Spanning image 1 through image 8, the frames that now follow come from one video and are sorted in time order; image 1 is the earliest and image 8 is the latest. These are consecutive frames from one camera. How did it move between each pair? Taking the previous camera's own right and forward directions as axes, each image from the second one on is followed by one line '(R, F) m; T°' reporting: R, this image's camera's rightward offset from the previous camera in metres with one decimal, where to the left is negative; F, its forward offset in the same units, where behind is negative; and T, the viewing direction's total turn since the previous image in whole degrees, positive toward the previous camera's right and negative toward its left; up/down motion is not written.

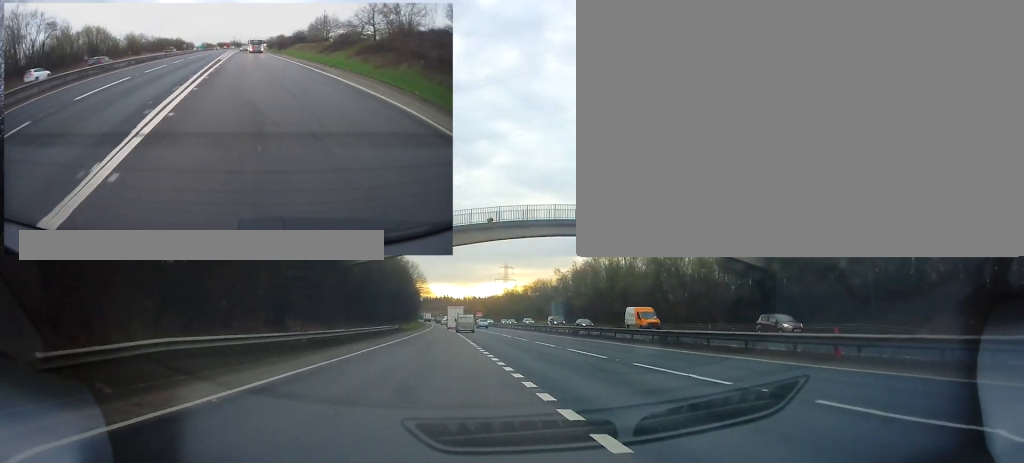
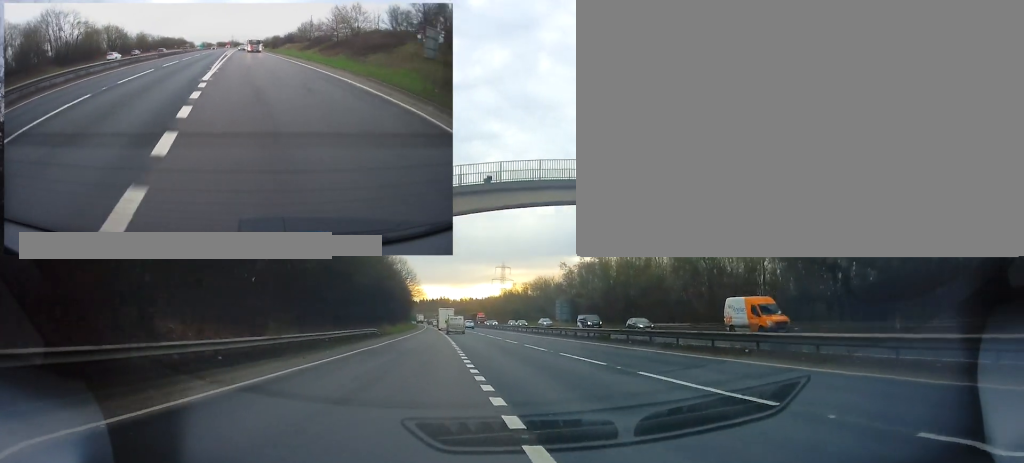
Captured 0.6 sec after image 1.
(+0.2, +12.1) m; 0°
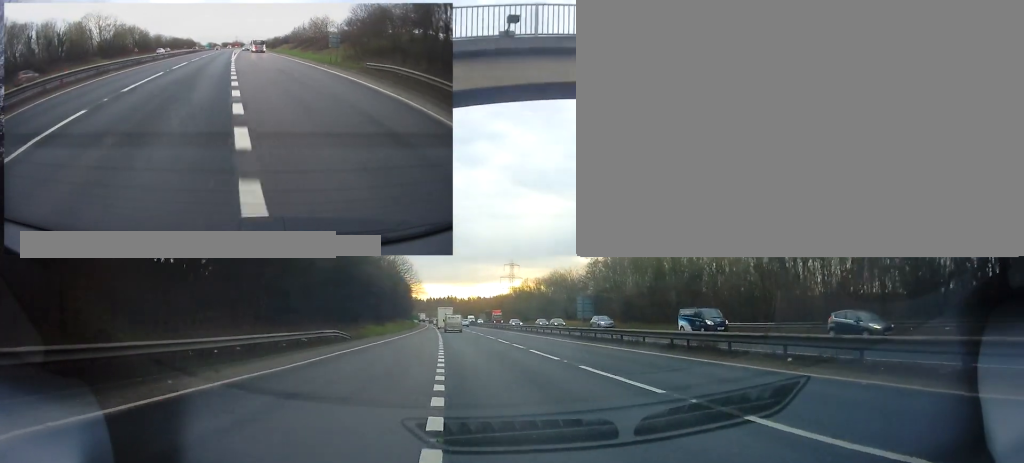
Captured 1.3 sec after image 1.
(-0.4, +15.8) m; -1°
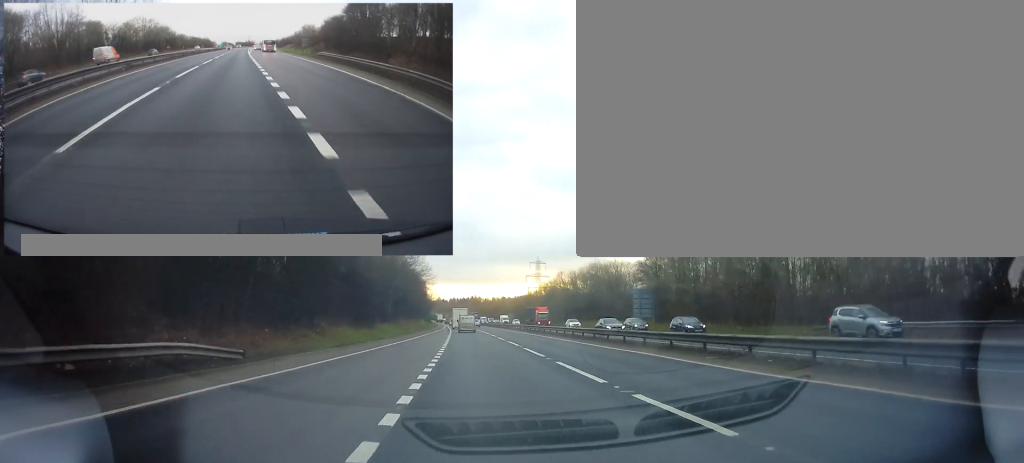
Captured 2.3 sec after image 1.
(0.0, +21.1) m; -1°
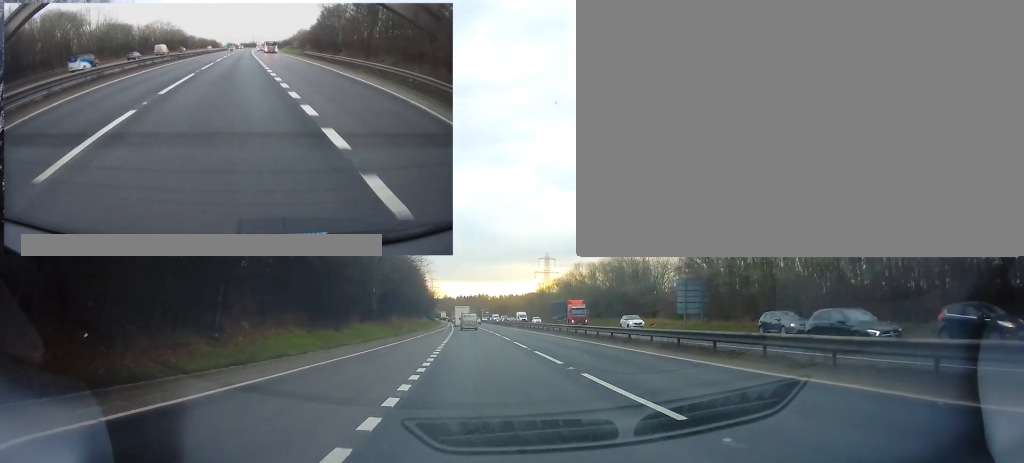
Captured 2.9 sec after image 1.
(-0.3, +13.8) m; -2°
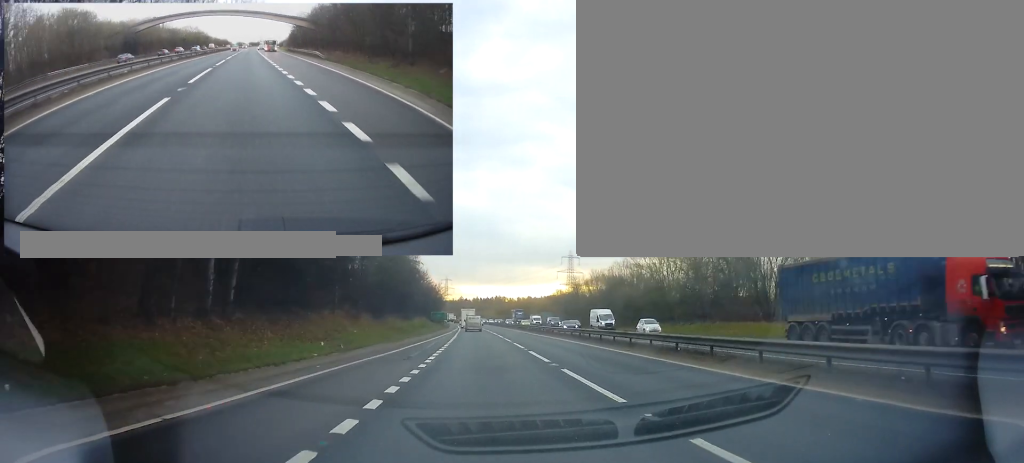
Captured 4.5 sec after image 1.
(-1.3, +35.1) m; -2°
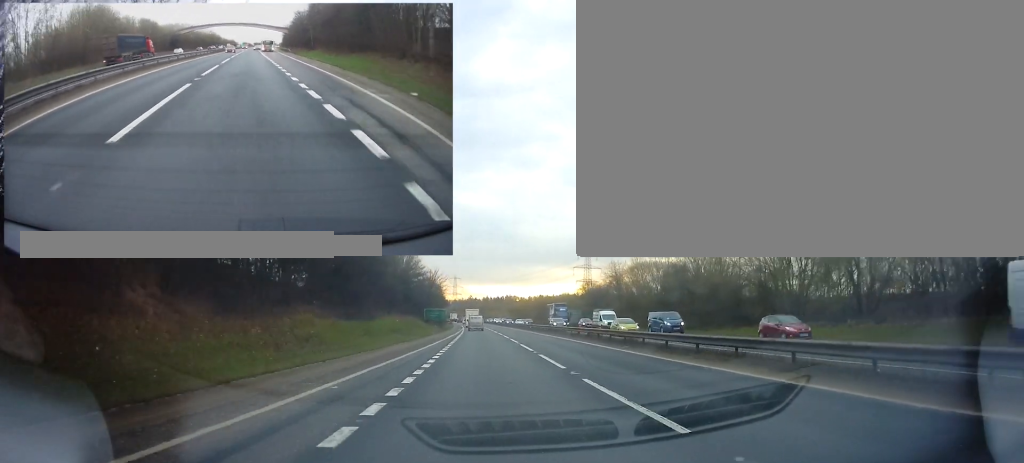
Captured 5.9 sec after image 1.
(+0.3, +30.9) m; 0°
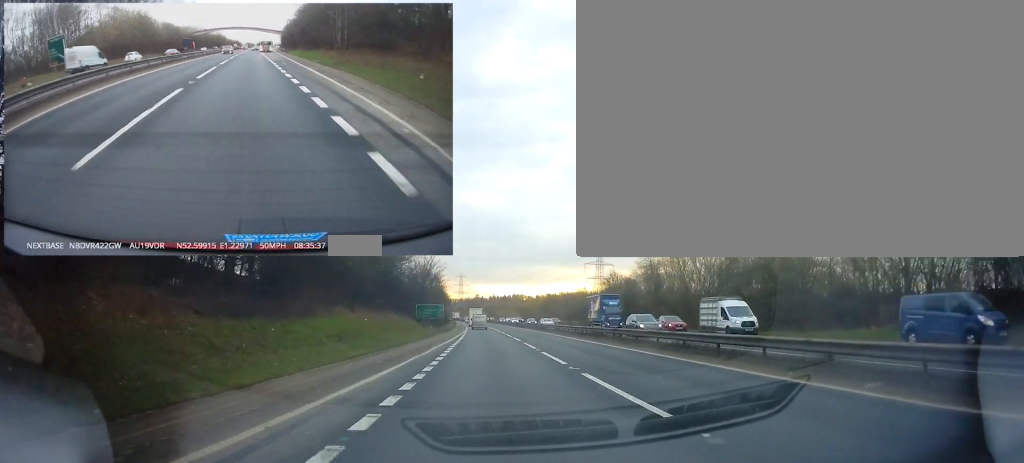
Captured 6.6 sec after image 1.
(-0.1, +17.6) m; 0°
